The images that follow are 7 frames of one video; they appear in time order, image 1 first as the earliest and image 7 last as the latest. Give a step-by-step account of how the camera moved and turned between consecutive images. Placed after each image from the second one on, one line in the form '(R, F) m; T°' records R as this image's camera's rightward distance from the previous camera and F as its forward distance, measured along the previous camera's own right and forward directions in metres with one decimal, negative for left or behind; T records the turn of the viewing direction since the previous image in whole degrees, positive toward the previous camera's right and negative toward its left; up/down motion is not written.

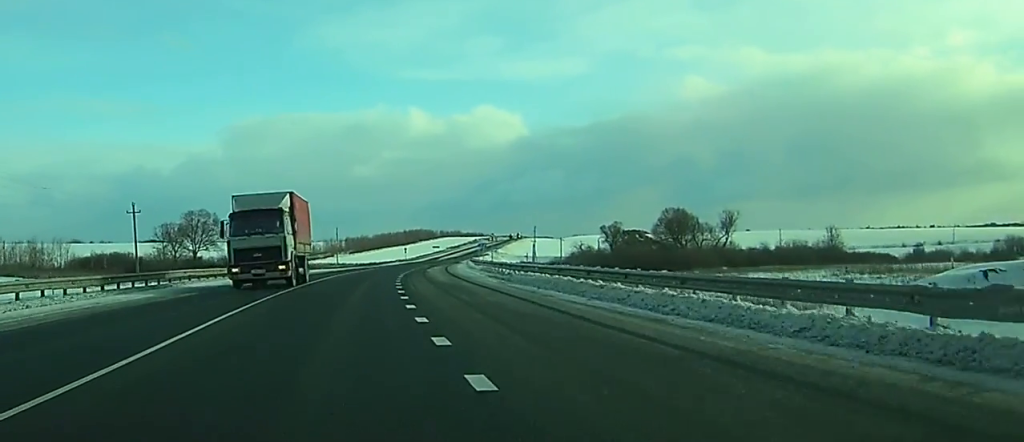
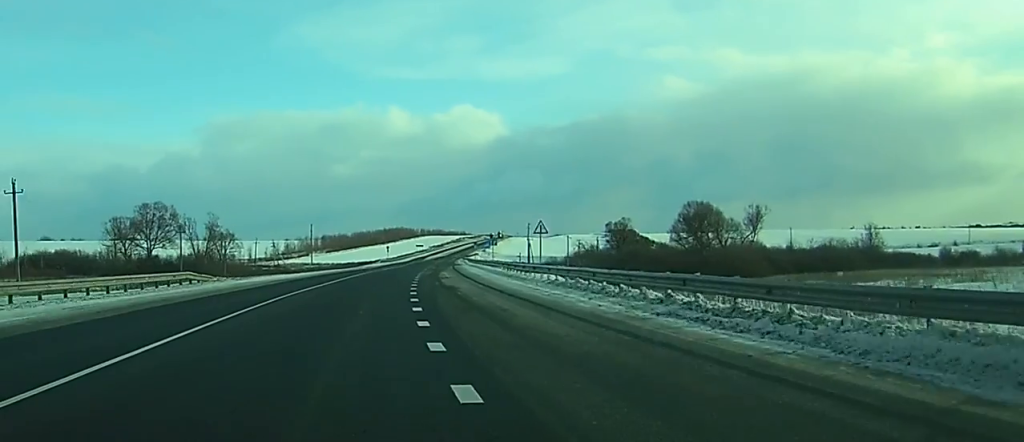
(+0.5, +28.3) m; +2°
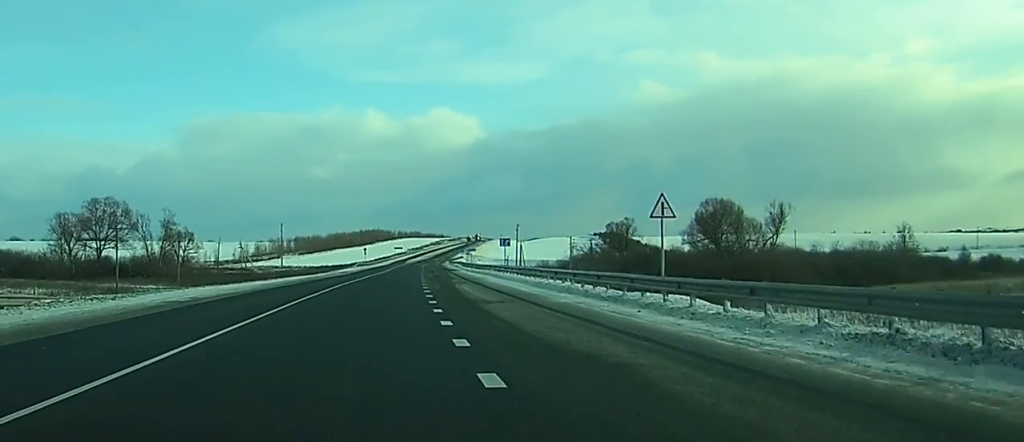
(+0.3, +22.6) m; +1°
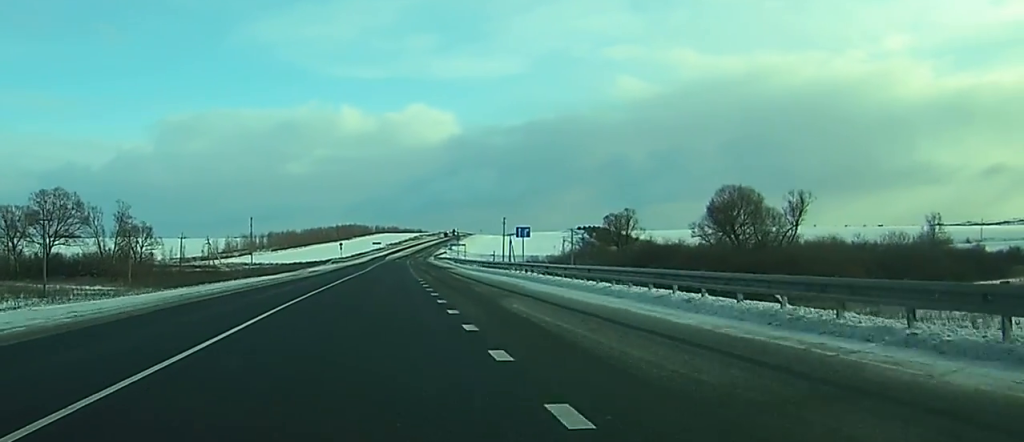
(0.0, +18.0) m; +1°
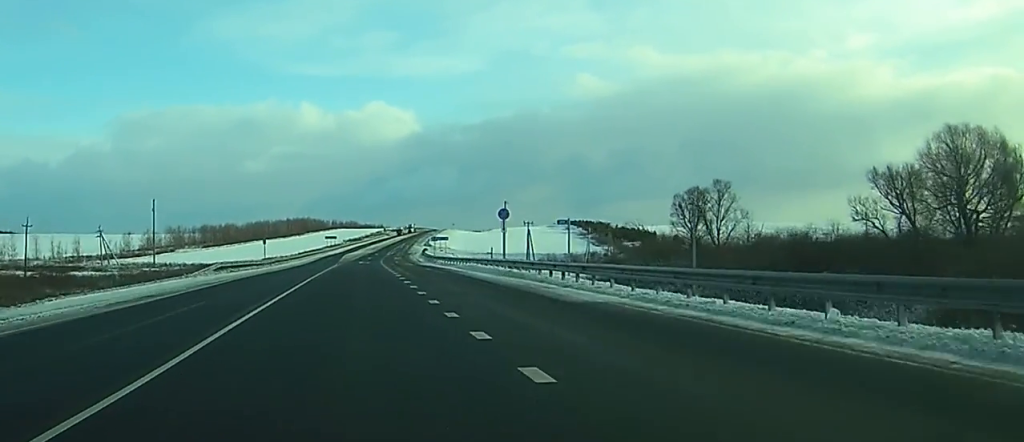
(+3.0, +68.8) m; +4°
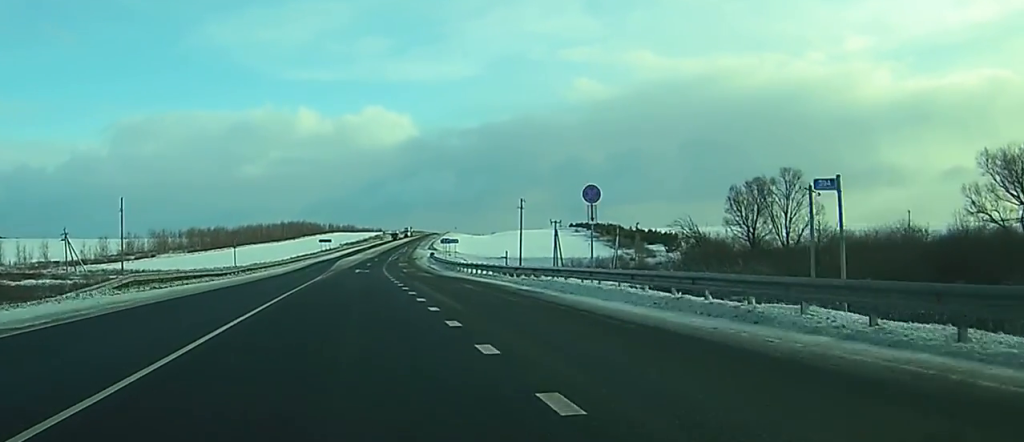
(+0.1, +21.2) m; 0°
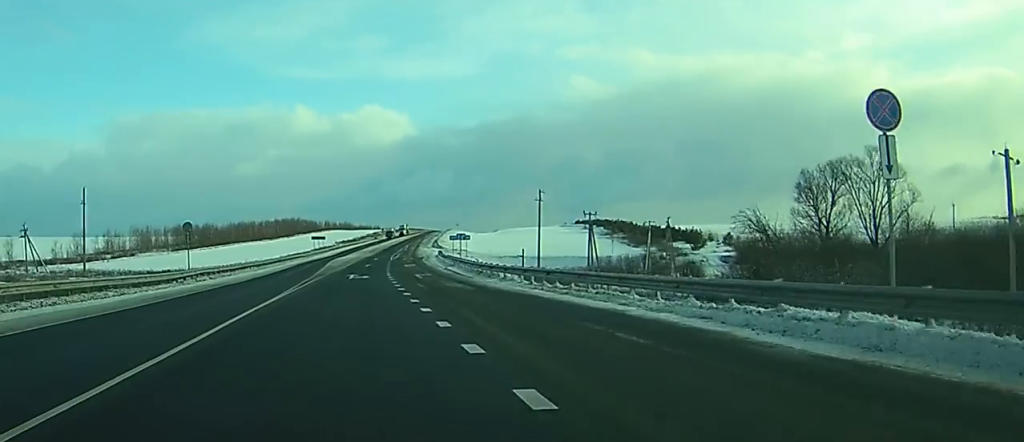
(0.0, +19.3) m; 0°
